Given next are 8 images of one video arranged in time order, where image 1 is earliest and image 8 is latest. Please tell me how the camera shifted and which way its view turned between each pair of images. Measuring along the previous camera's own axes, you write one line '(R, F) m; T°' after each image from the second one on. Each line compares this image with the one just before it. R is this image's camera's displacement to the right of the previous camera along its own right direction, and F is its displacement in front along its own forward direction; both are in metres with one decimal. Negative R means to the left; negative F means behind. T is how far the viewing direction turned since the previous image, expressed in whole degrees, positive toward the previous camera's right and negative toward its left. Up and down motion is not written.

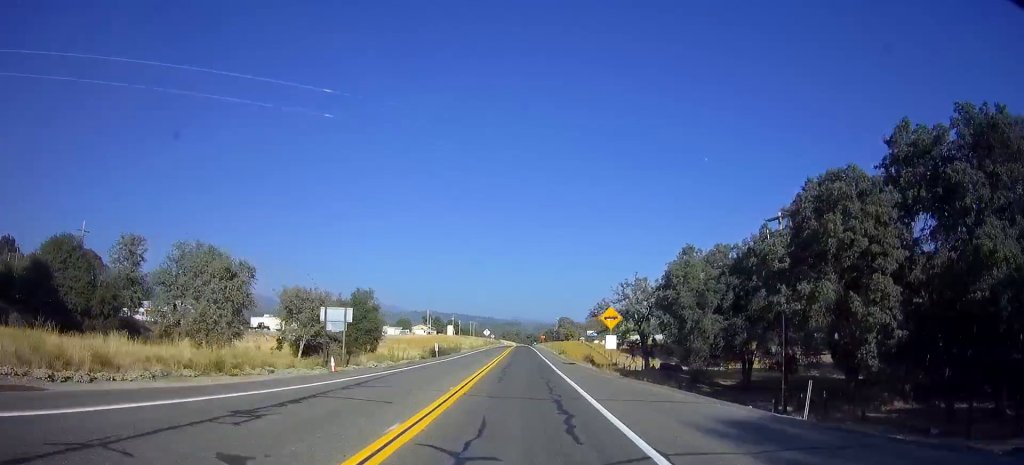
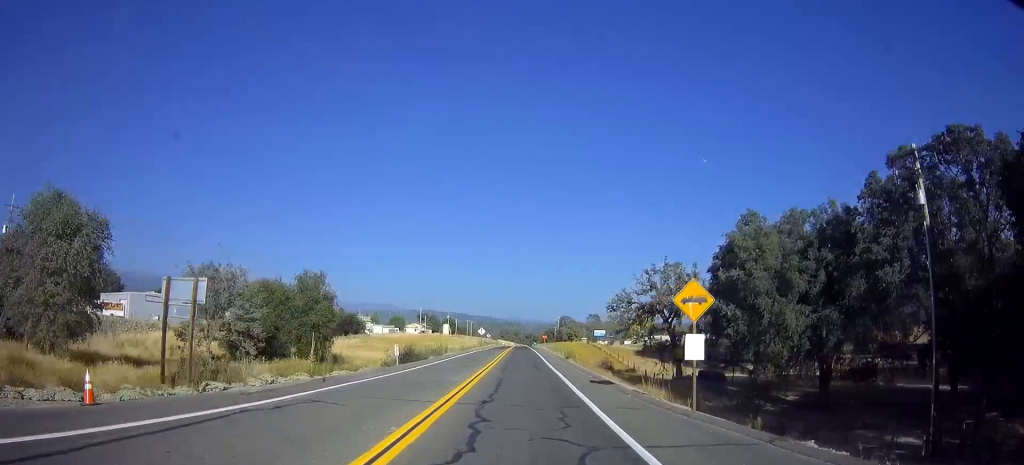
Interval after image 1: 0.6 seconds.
(-0.1, +14.5) m; 0°
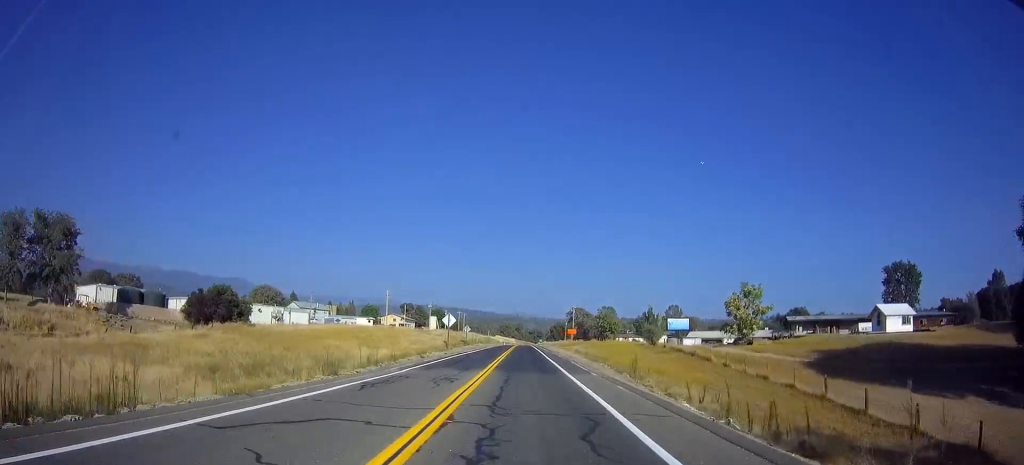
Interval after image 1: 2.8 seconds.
(+0.5, +57.5) m; +1°
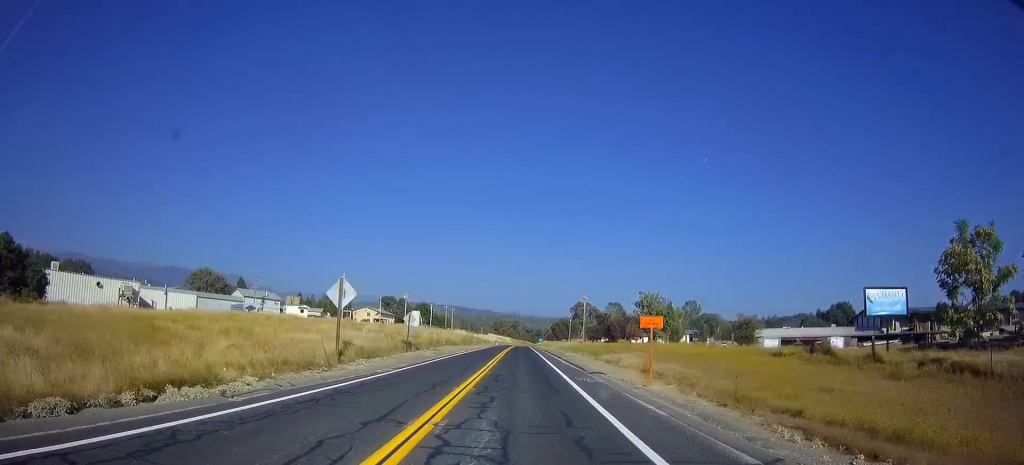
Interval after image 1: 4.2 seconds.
(0.0, +36.8) m; 0°
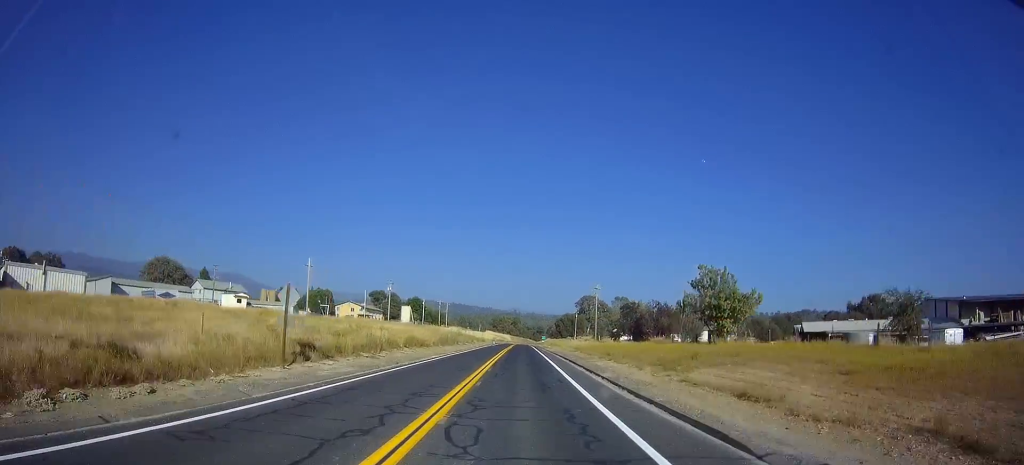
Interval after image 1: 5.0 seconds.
(+0.1, +20.5) m; 0°
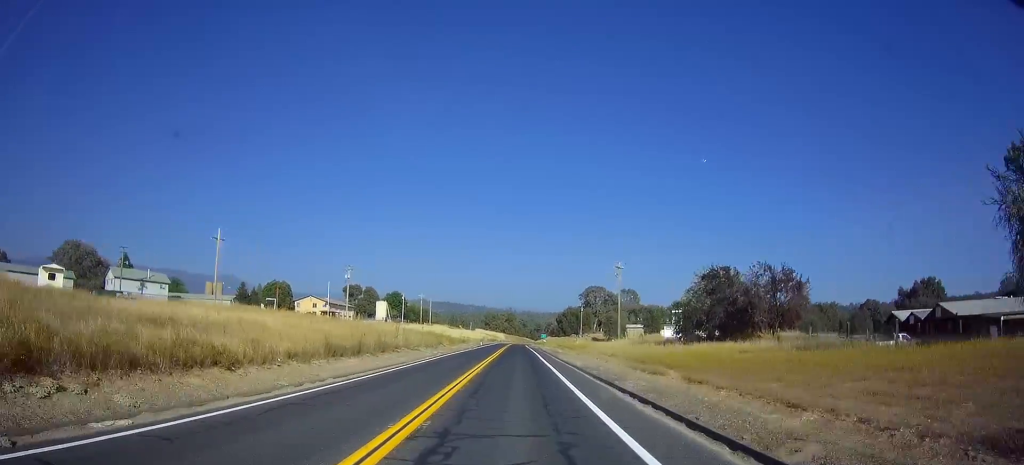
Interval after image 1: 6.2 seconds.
(0.0, +30.8) m; 0°
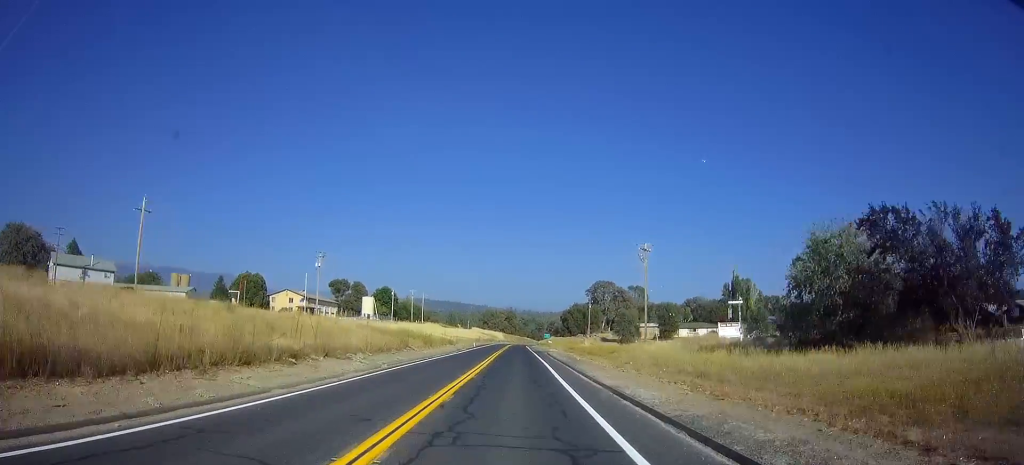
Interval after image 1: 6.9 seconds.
(0.0, +17.0) m; 0°
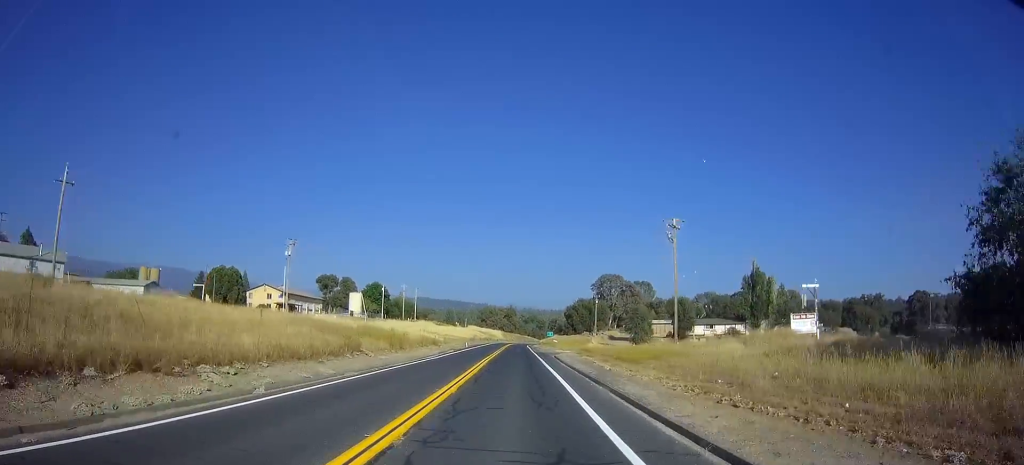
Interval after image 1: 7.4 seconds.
(+0.1, +12.7) m; 0°
